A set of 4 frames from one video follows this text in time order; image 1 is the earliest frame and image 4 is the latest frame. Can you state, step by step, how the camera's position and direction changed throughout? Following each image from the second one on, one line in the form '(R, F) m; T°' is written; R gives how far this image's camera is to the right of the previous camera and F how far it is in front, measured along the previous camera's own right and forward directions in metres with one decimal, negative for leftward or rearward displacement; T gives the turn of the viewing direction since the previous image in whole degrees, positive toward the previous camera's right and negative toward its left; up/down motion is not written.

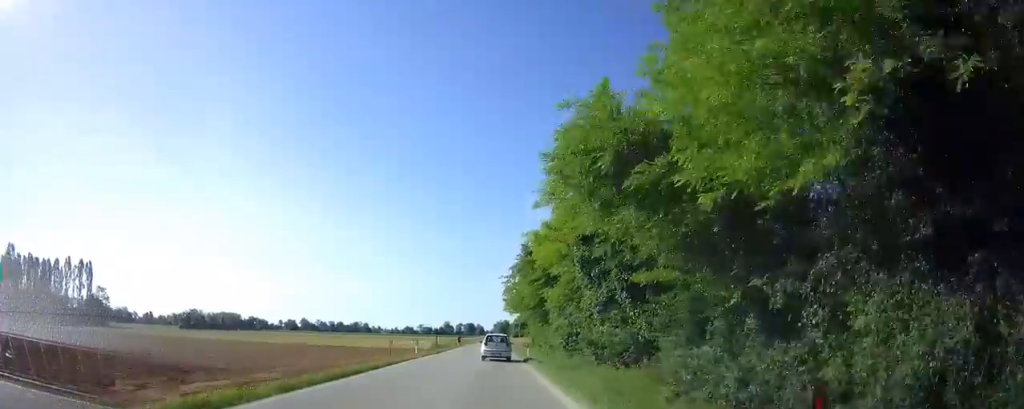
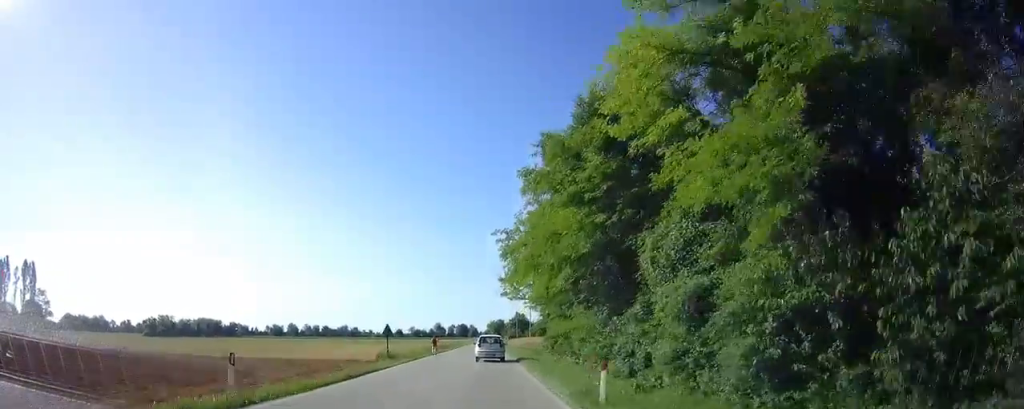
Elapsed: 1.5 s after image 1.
(+0.1, +26.1) m; 0°
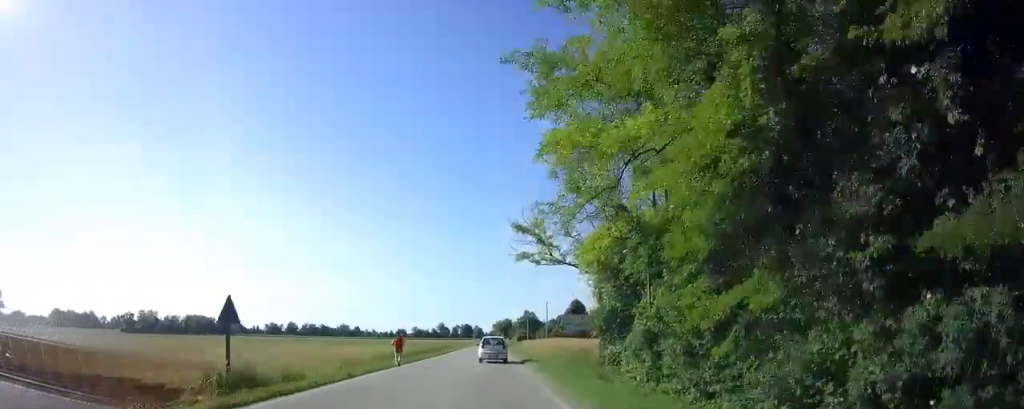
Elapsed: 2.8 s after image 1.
(0.0, +22.2) m; 0°
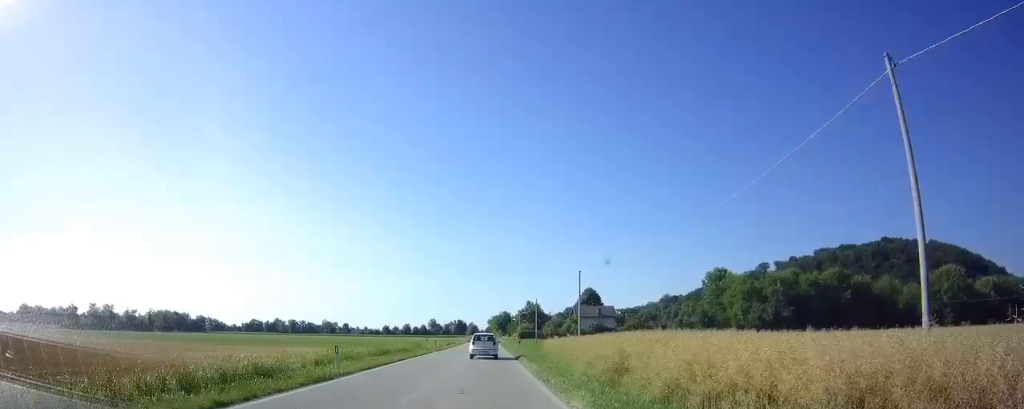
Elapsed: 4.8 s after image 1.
(+0.1, +35.4) m; 0°
